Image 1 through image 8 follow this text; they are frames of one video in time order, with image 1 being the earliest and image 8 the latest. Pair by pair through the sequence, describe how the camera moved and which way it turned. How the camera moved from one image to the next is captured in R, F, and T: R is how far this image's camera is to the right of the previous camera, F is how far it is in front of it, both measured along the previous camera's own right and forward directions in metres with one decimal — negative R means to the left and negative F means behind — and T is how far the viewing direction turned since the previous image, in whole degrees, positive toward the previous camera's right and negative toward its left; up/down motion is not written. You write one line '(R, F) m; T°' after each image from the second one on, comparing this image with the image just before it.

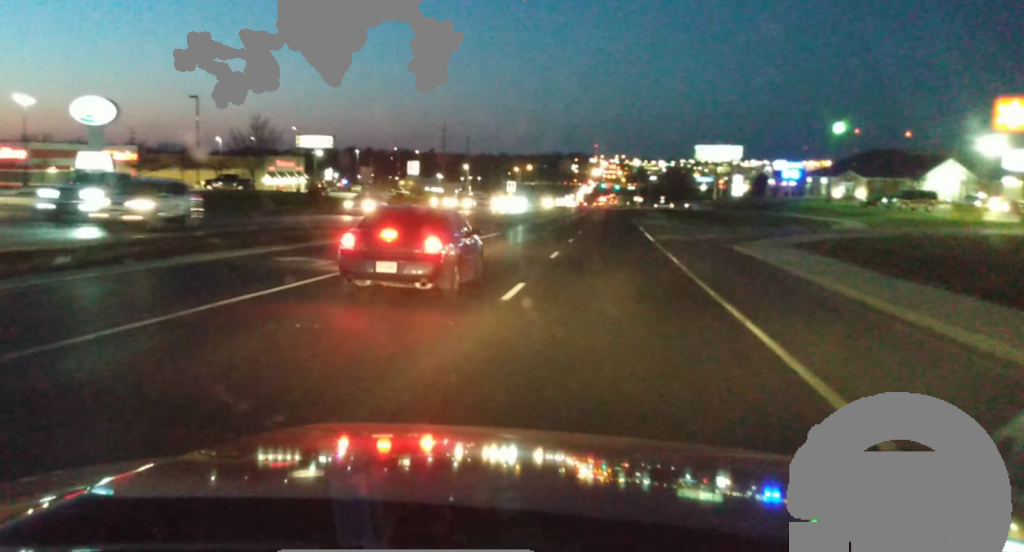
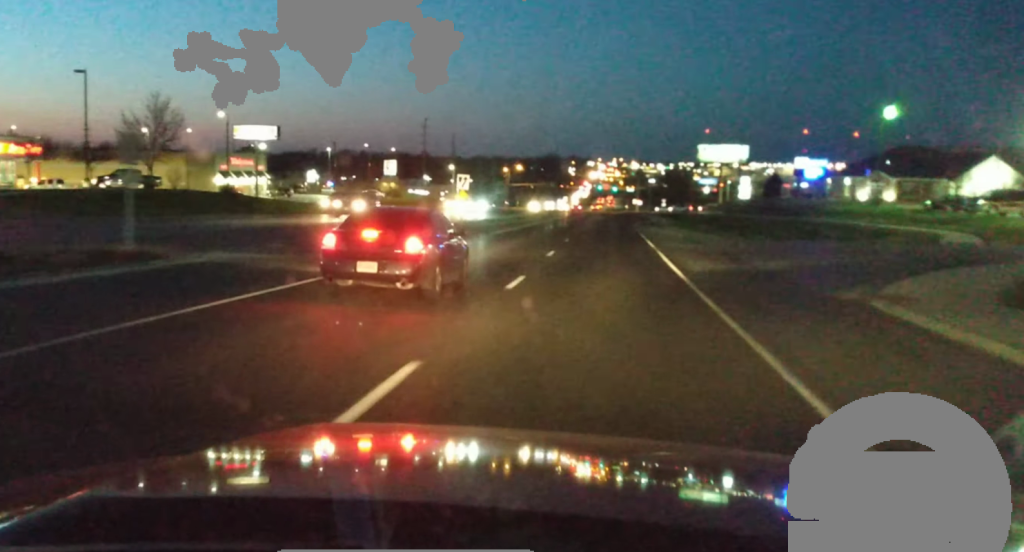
(+0.5, +21.9) m; +1°
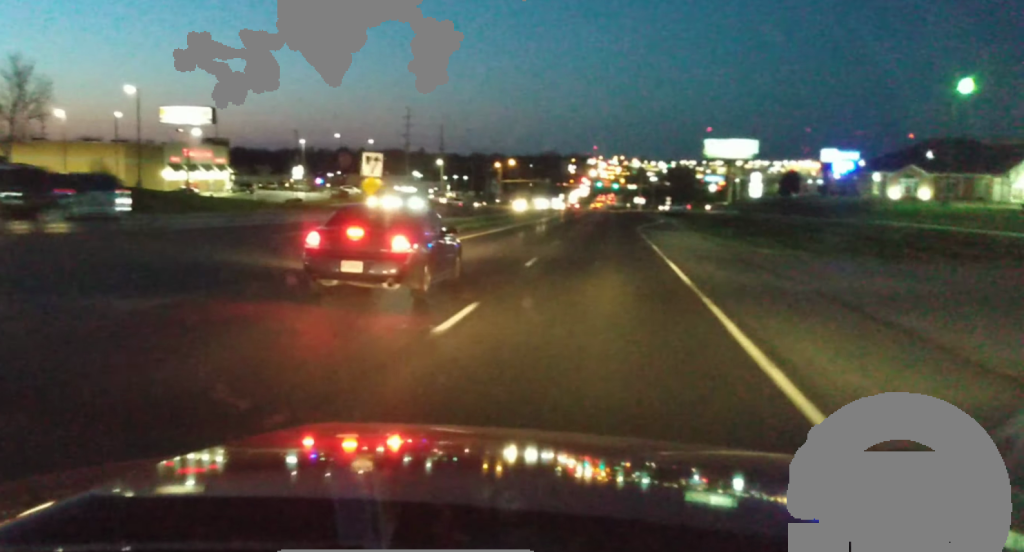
(-0.4, +19.0) m; -1°
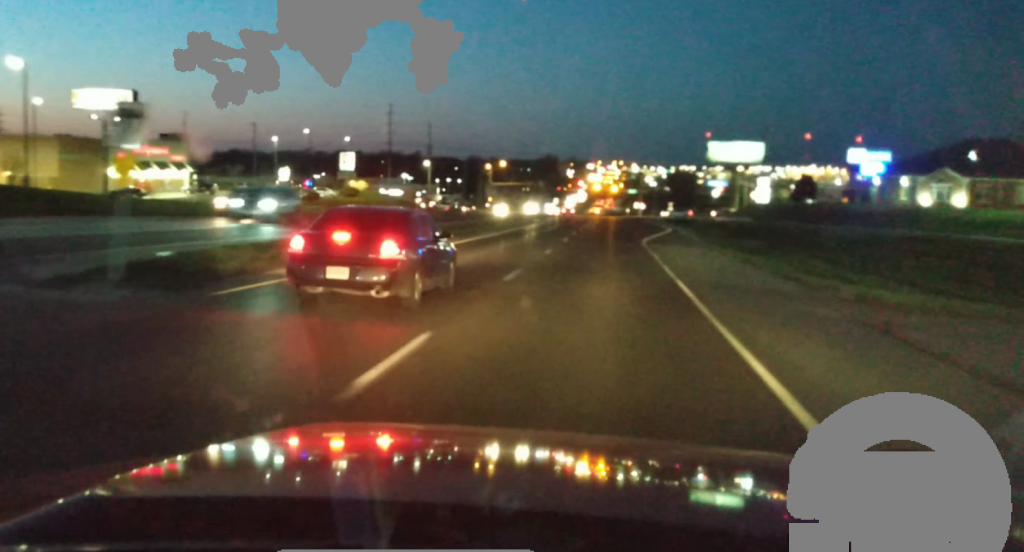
(0.0, +15.8) m; 0°
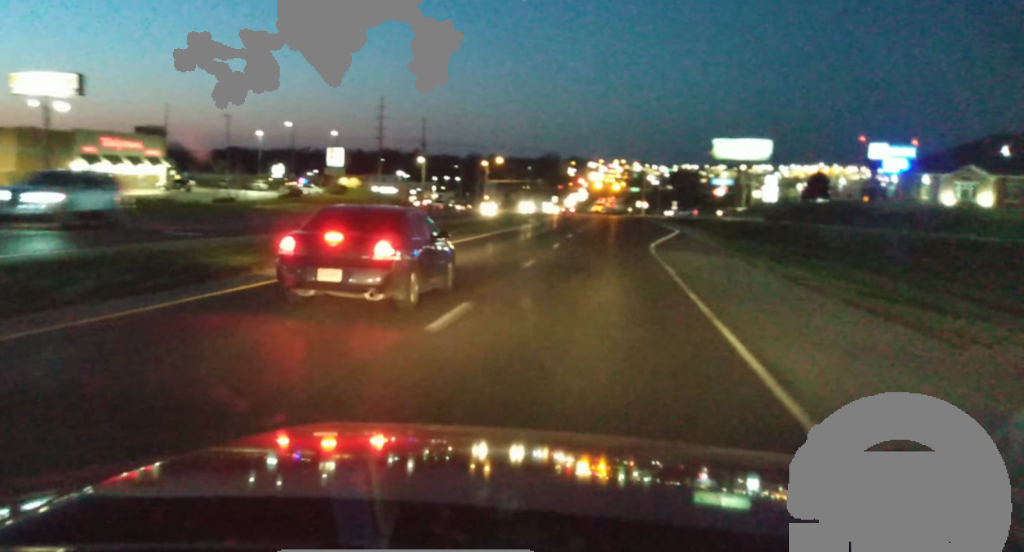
(+0.1, +8.5) m; 0°
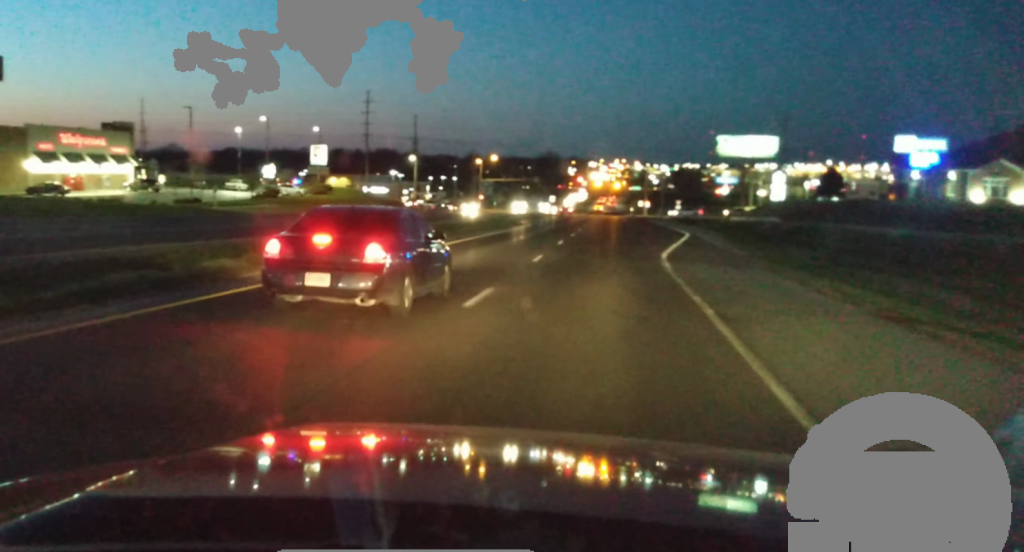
(0.0, +9.6) m; 0°
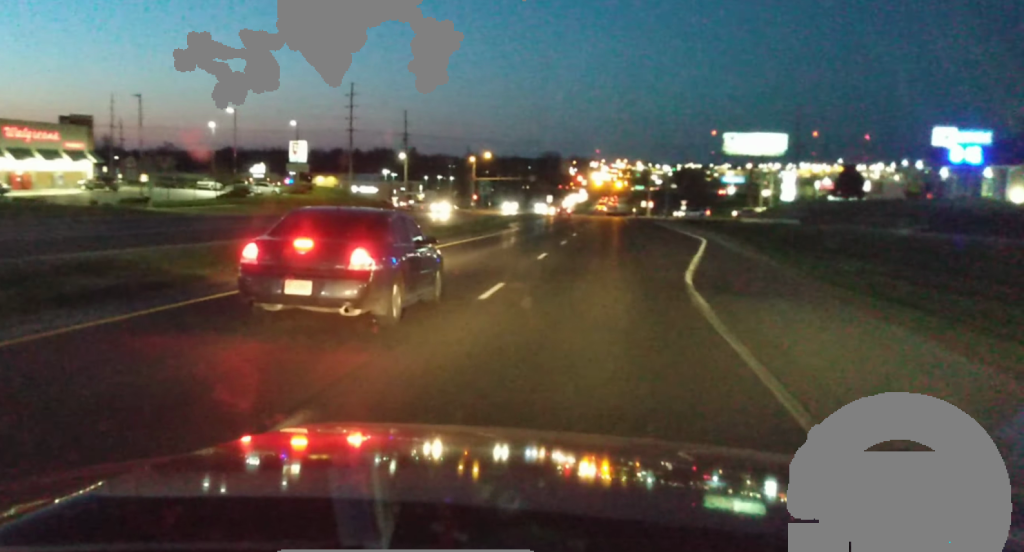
(-0.1, +10.7) m; 0°
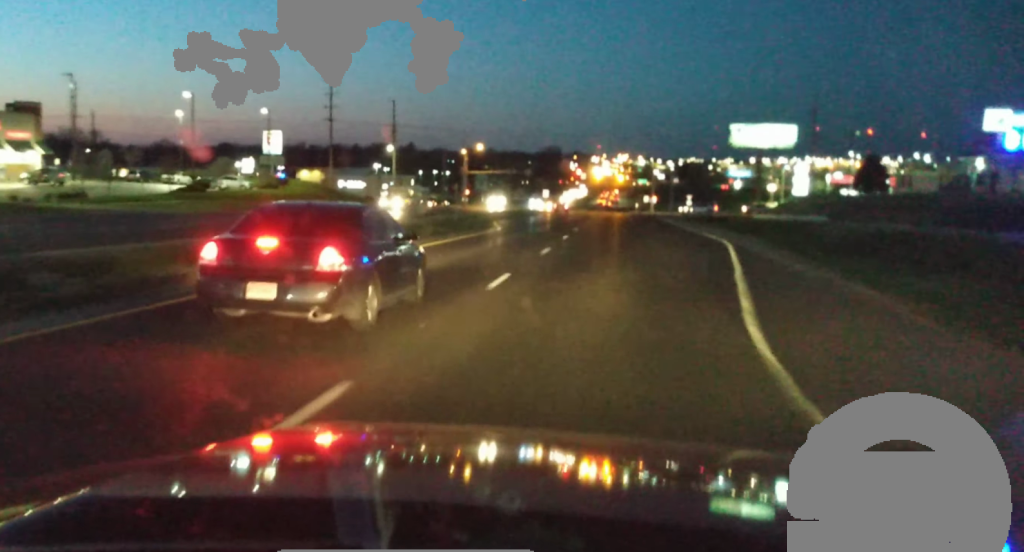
(-0.1, +11.3) m; 0°
